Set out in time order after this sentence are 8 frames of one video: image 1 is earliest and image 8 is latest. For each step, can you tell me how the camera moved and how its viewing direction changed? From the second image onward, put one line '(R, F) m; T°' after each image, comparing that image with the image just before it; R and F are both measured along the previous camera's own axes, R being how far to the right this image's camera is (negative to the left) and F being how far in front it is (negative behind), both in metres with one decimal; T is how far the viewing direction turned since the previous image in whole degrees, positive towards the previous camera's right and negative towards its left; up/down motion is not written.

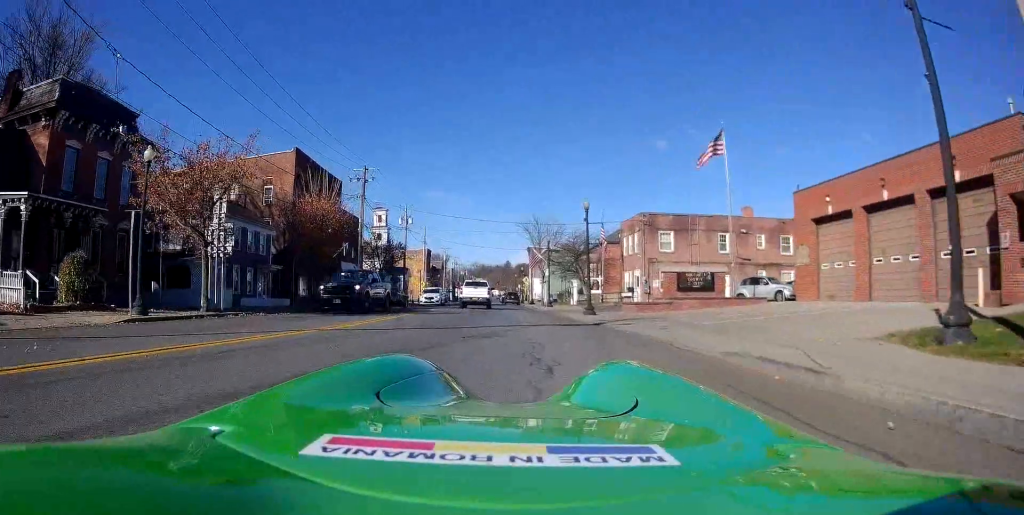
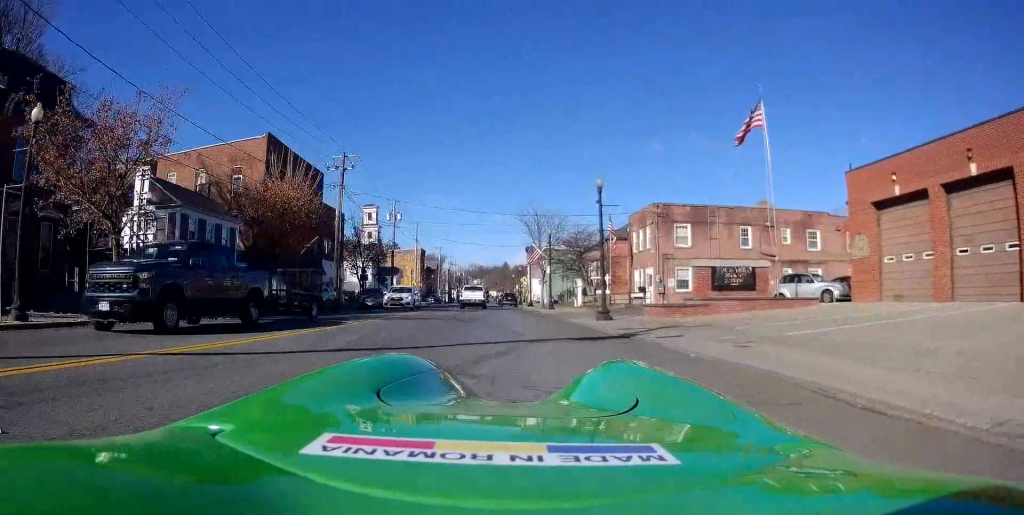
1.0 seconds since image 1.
(-0.2, +5.6) m; -3°
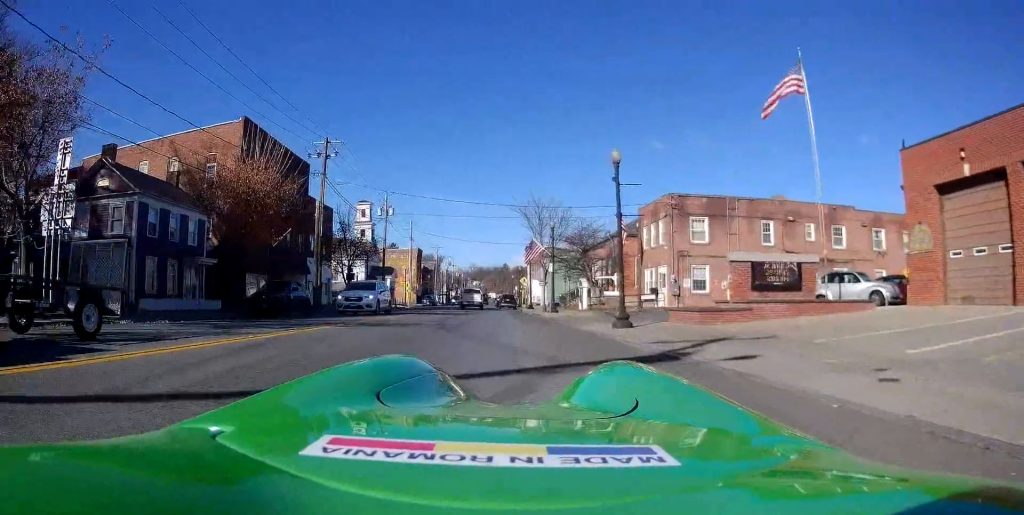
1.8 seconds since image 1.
(-0.1, +4.3) m; -1°
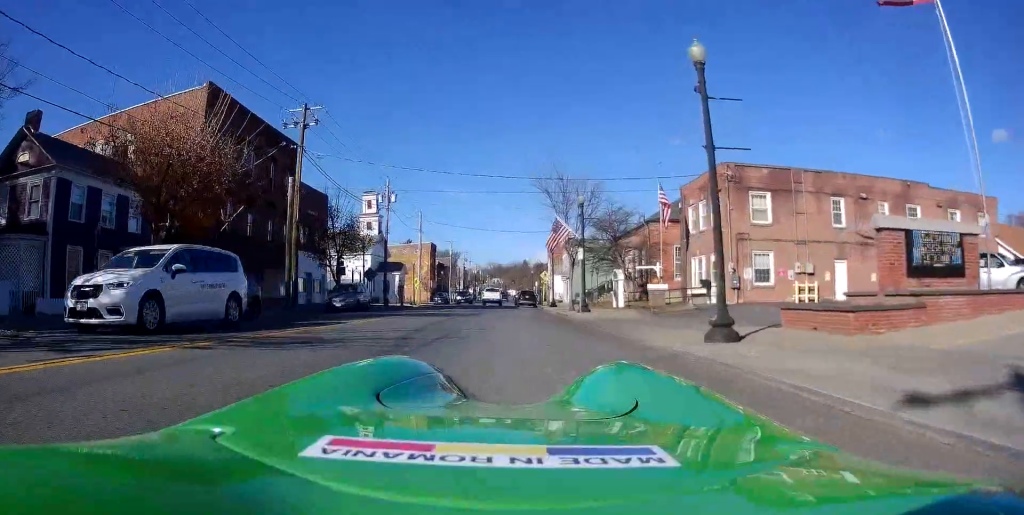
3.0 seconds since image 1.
(0.0, +7.5) m; -1°
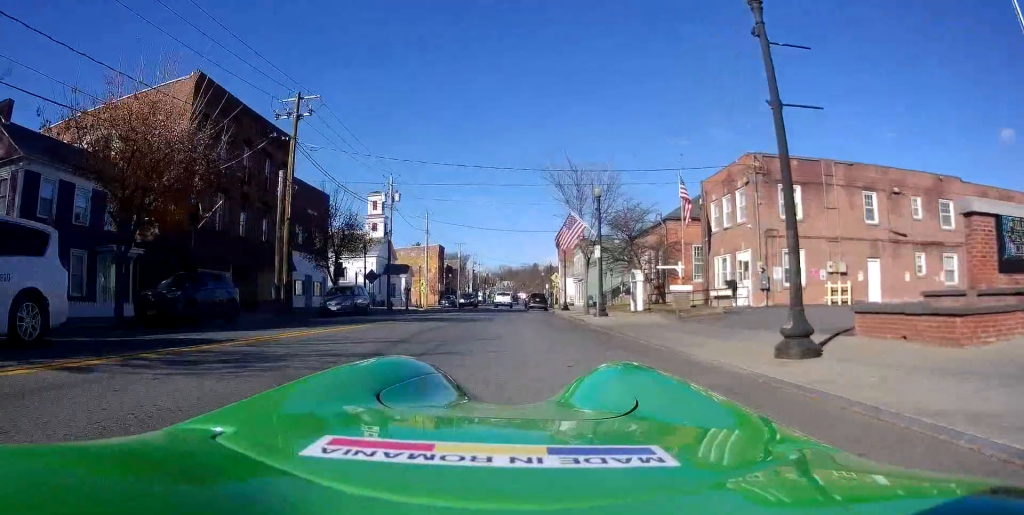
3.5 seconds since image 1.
(0.0, +2.5) m; -1°
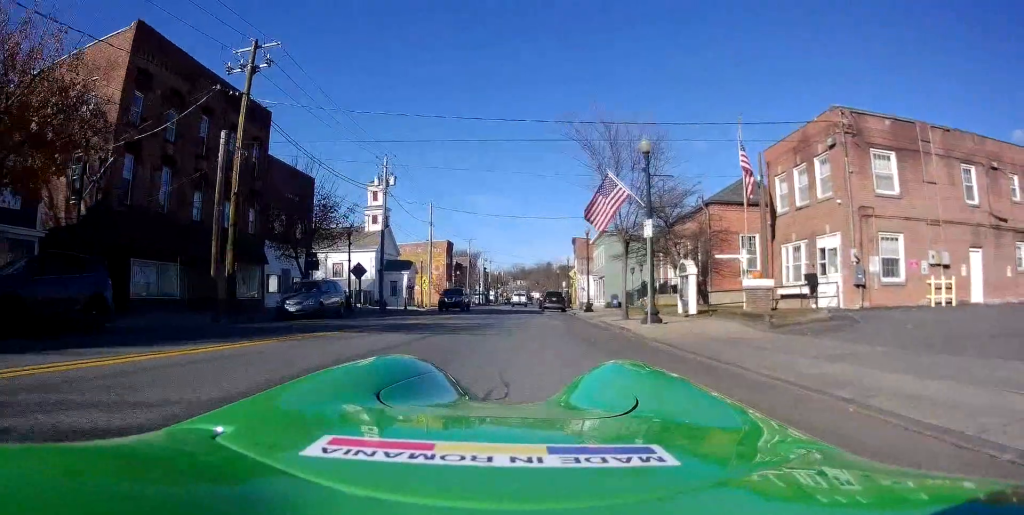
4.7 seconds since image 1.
(-0.2, +7.6) m; 0°
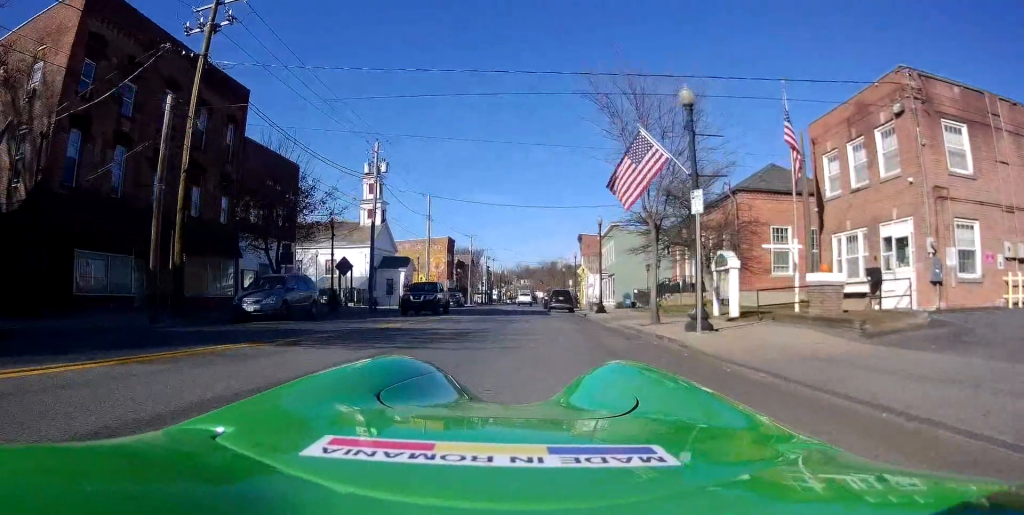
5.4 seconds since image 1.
(+0.2, +4.3) m; -2°
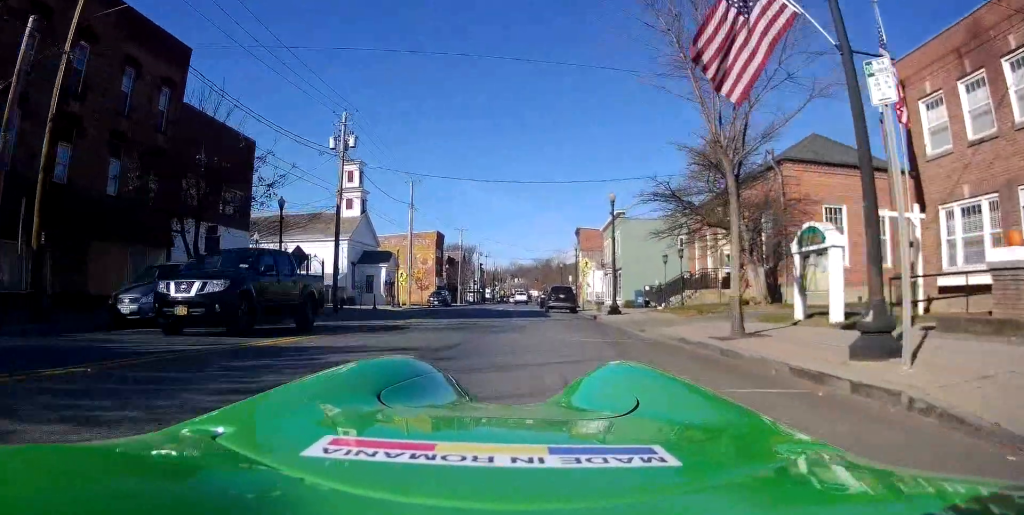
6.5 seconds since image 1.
(-0.3, +6.6) m; +2°
